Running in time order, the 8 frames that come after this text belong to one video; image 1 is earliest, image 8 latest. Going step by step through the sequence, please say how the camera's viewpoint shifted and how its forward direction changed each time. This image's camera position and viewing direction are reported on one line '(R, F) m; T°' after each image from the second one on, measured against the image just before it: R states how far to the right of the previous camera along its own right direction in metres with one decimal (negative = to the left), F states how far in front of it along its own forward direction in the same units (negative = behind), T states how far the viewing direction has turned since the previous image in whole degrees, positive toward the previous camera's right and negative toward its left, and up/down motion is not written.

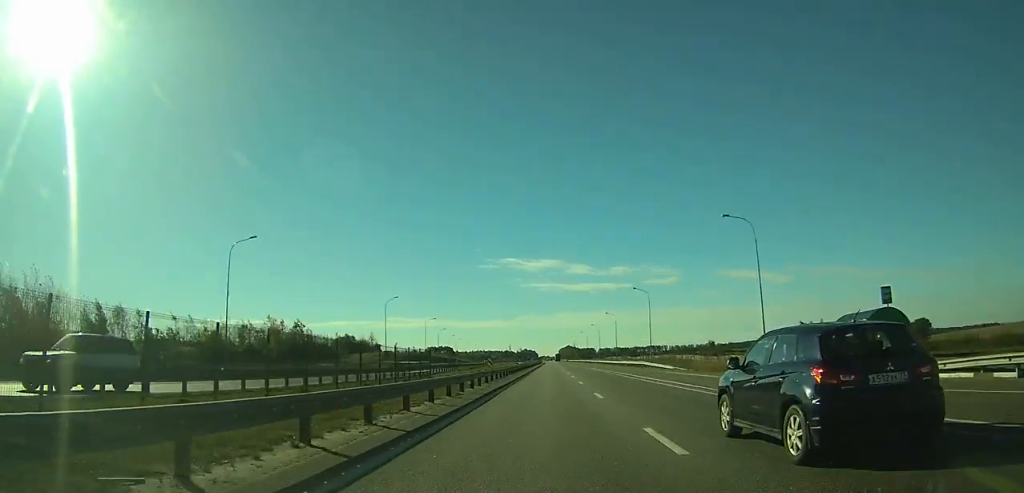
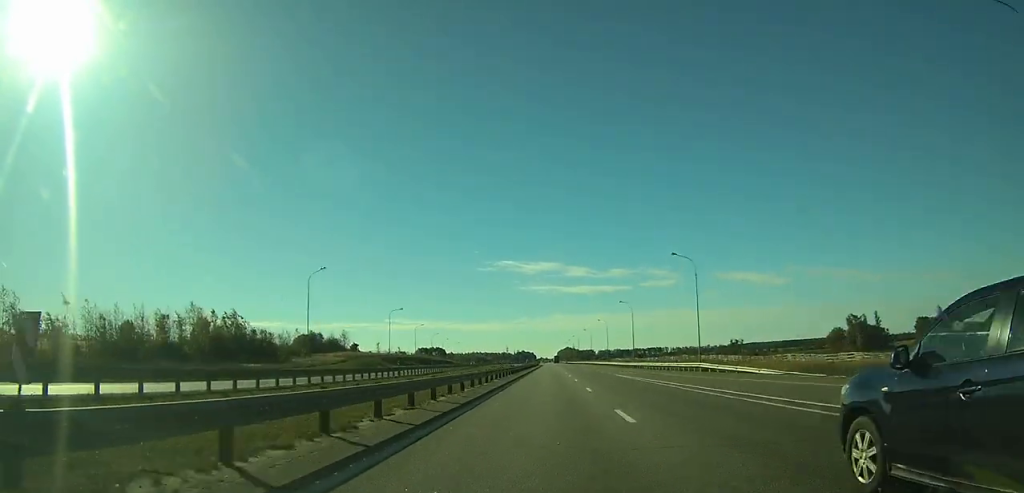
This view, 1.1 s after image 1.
(0.0, +31.8) m; 0°
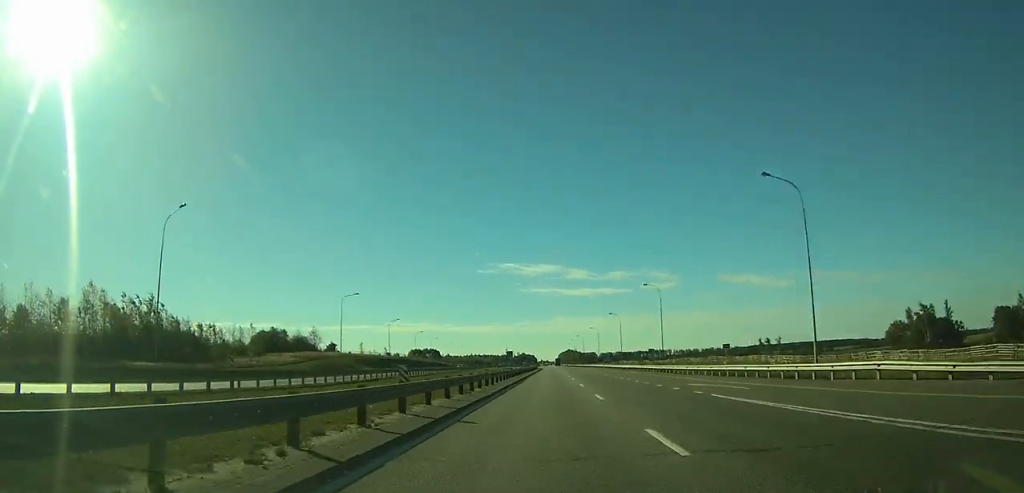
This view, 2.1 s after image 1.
(0.0, +28.0) m; 0°
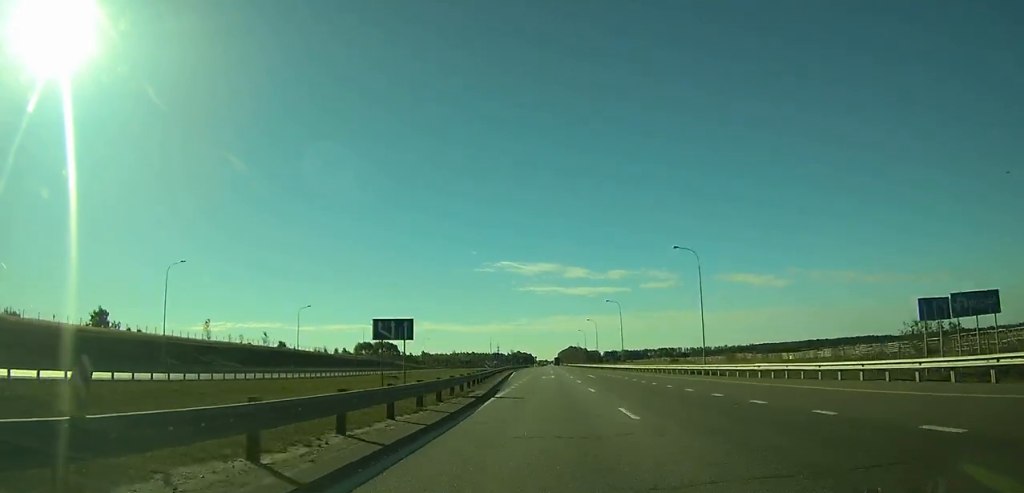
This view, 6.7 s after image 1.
(+0.7, +127.0) m; +1°
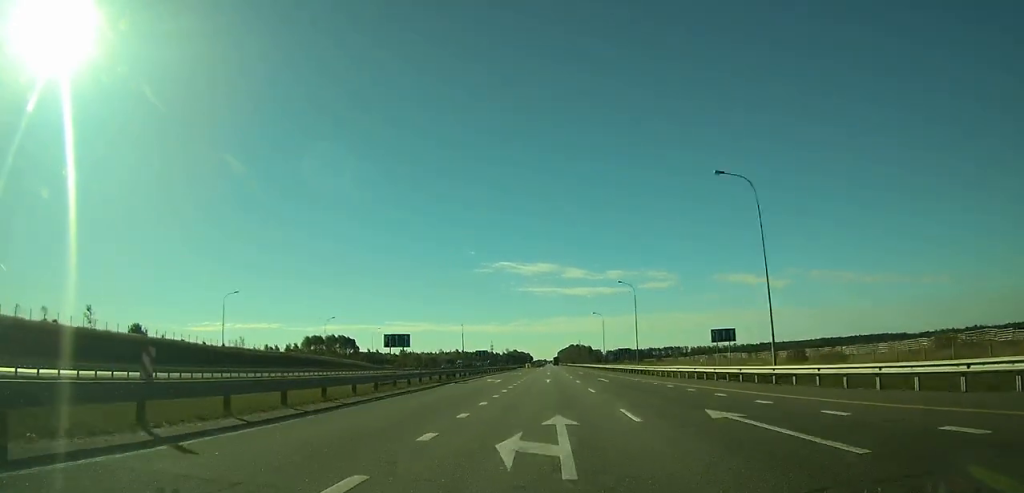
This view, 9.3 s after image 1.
(+0.1, +72.9) m; 0°
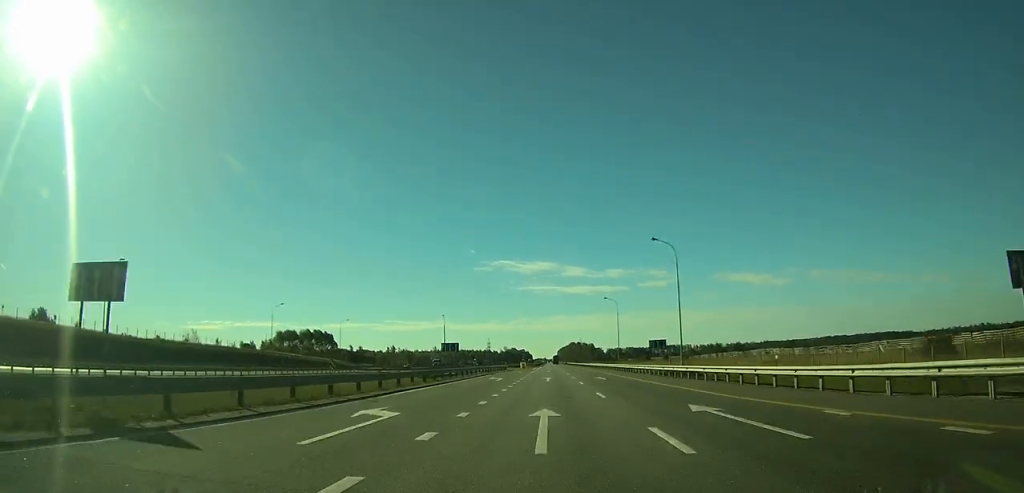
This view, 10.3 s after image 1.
(0.0, +28.1) m; 0°
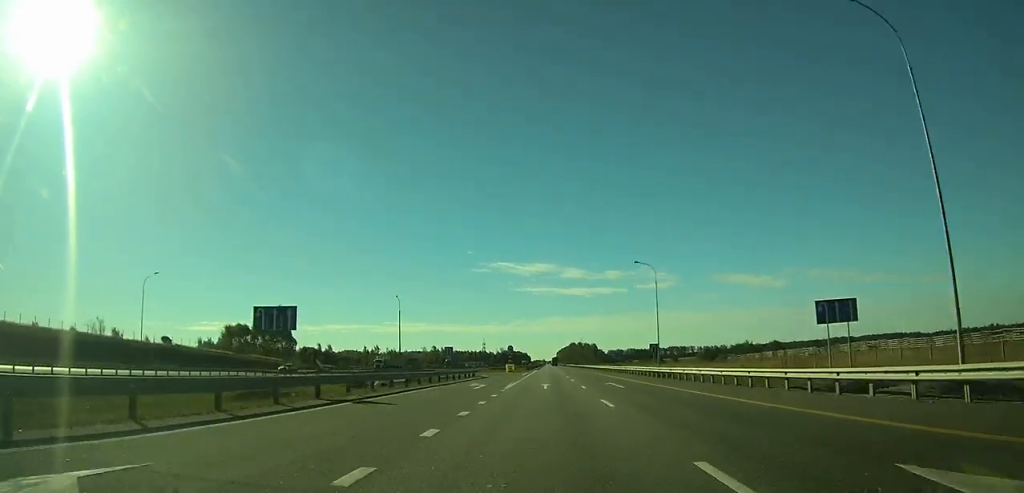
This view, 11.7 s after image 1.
(-0.1, +39.5) m; 0°
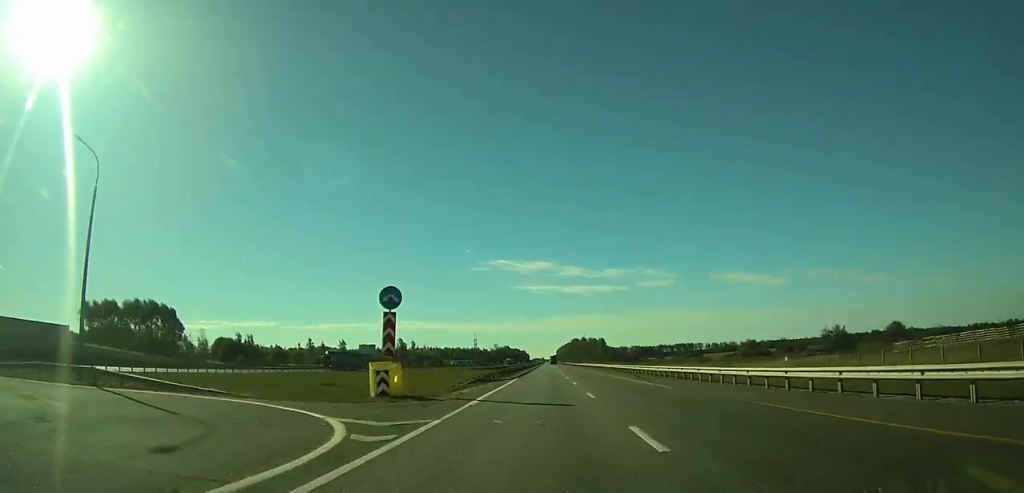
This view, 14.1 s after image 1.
(0.0, +68.1) m; 0°
